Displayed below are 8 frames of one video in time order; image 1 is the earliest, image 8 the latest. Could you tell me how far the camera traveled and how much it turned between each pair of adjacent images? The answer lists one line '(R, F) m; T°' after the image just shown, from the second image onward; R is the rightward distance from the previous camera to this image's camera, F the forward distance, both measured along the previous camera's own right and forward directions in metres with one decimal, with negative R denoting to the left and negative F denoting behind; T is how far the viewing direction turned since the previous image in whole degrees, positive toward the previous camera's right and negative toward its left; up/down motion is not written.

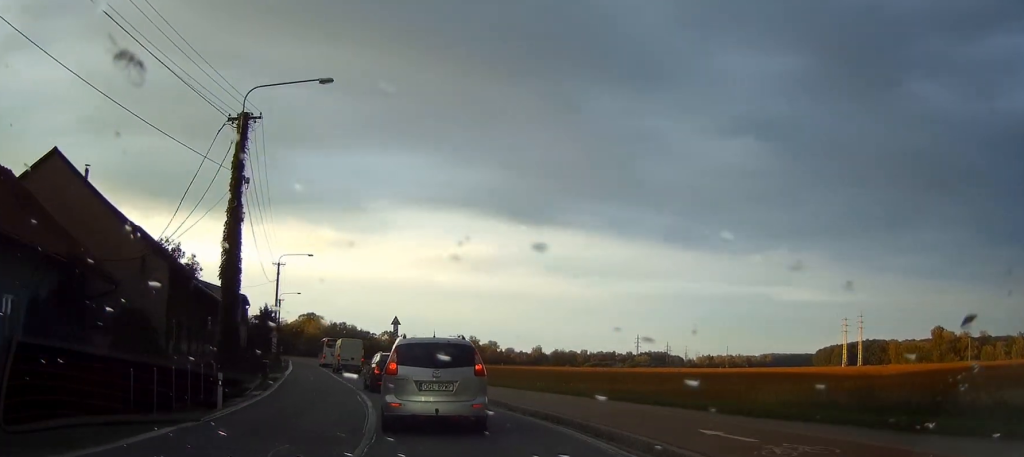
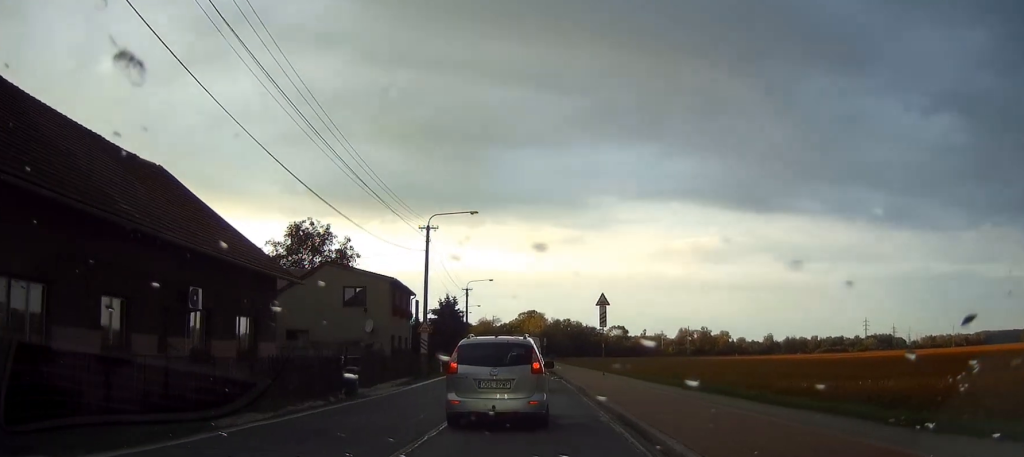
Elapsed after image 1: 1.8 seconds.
(-3.1, +18.7) m; -18°
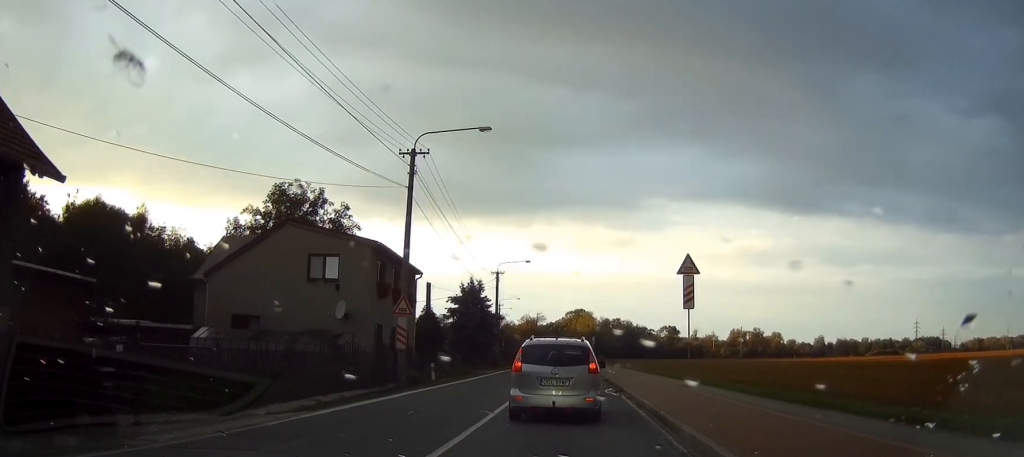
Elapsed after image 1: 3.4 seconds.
(-1.1, +16.4) m; -5°
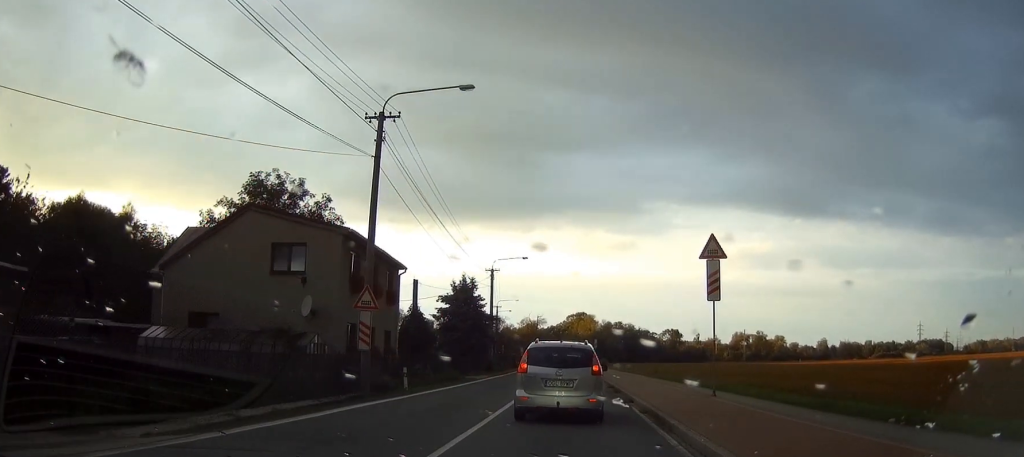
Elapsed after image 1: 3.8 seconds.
(-0.1, +4.9) m; -1°
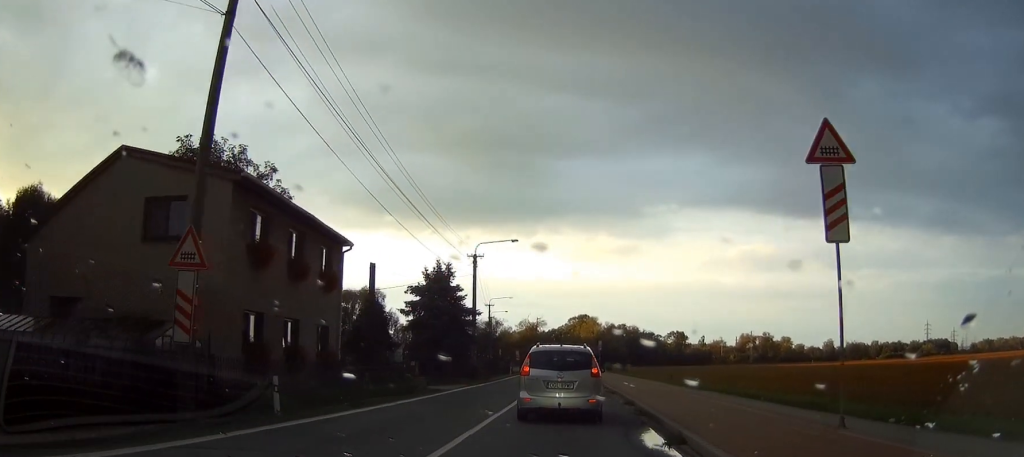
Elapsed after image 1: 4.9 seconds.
(-0.2, +10.9) m; -1°
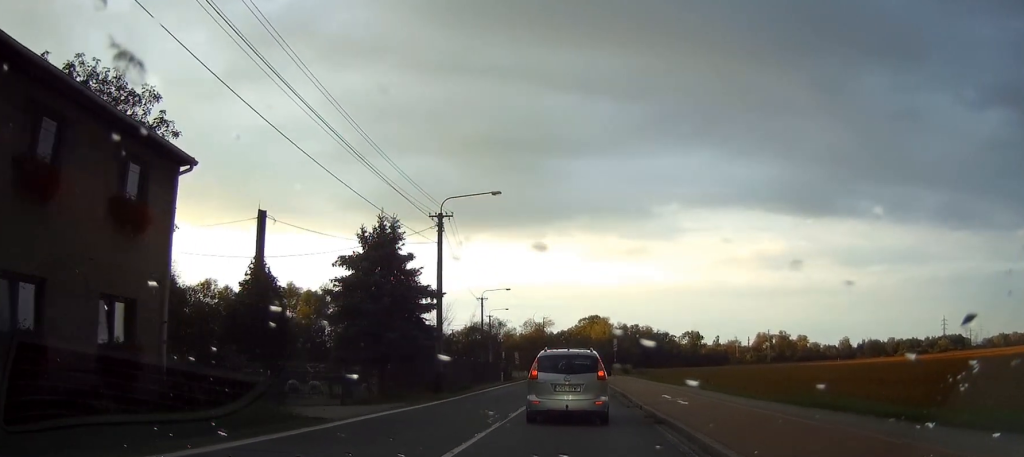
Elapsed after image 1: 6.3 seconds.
(0.0, +15.3) m; 0°
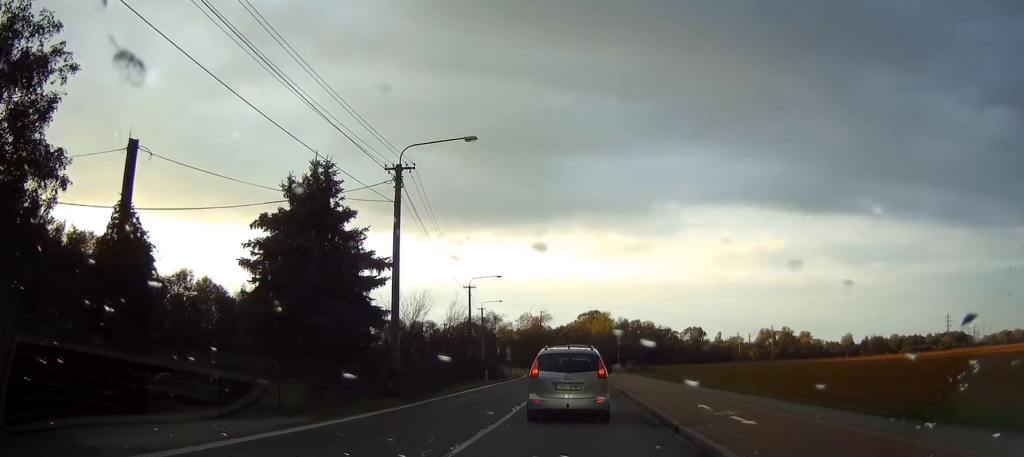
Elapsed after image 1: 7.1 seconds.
(-0.1, +8.3) m; 0°
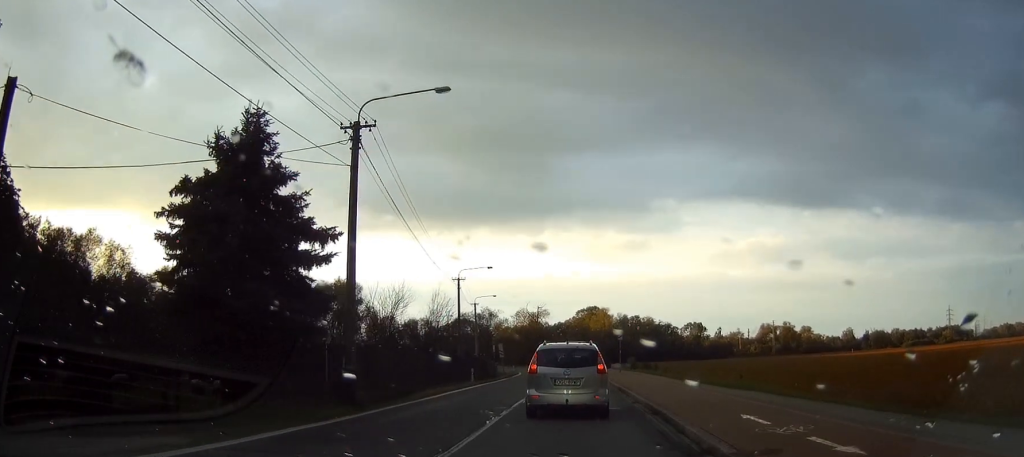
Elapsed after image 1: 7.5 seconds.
(0.0, +5.1) m; 0°
